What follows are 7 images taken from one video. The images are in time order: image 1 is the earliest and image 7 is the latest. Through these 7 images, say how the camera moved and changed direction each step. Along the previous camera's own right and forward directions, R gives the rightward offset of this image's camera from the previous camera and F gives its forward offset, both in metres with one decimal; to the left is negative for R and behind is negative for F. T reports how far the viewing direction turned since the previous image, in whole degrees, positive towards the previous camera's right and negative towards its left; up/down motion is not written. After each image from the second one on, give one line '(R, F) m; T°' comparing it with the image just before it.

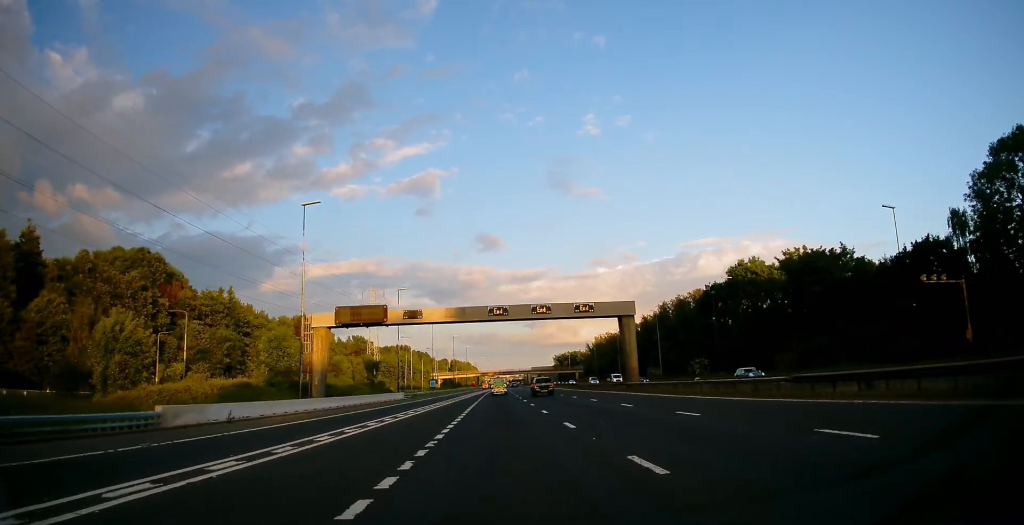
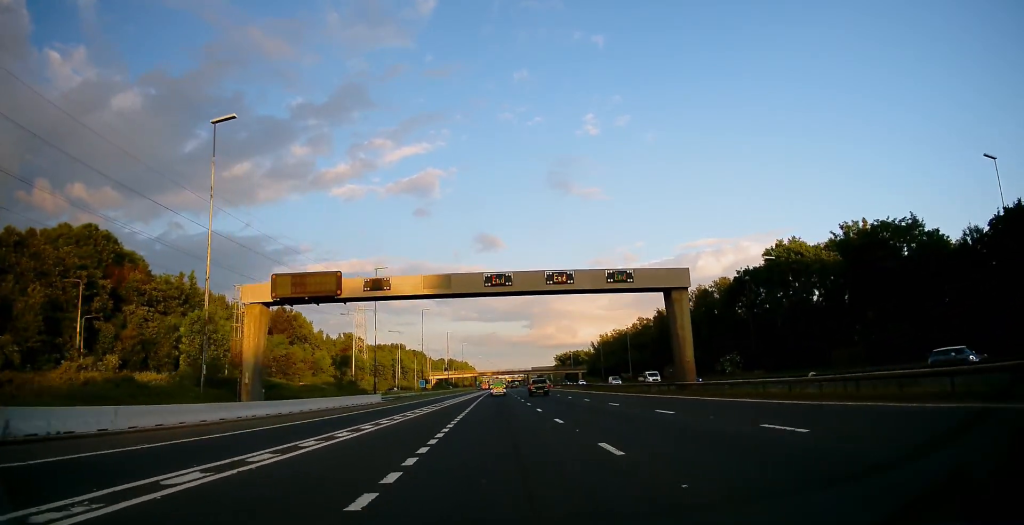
(0.0, +15.6) m; 0°
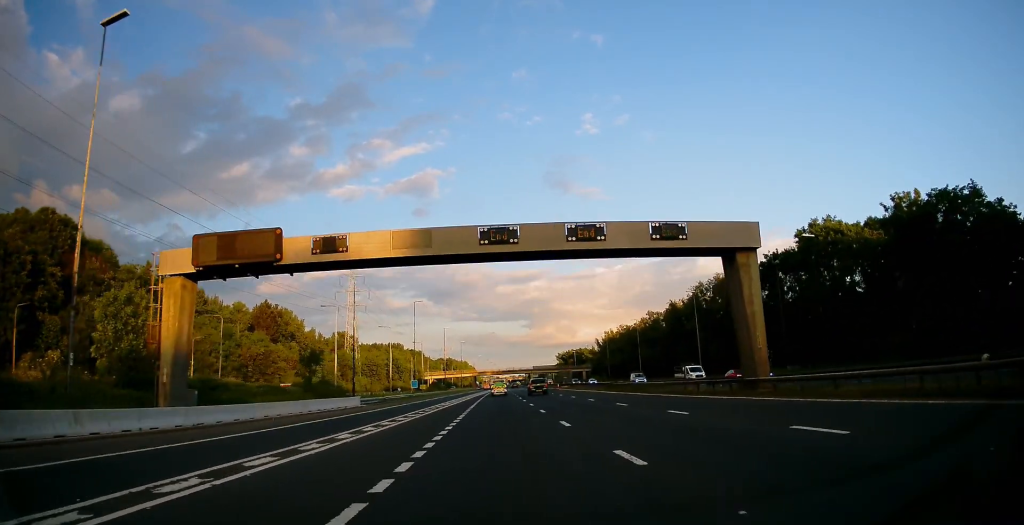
(+0.3, +10.4) m; 0°
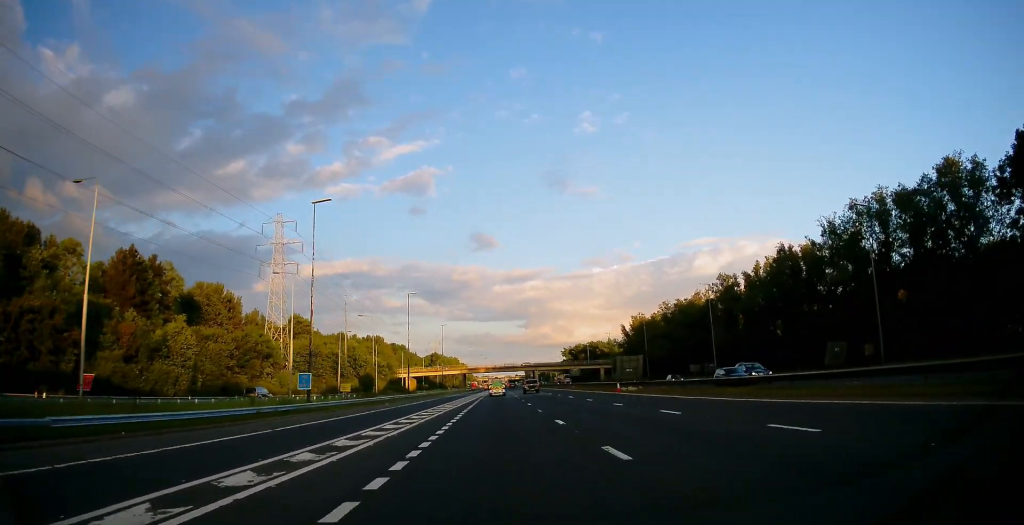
(+0.3, +54.2) m; 0°
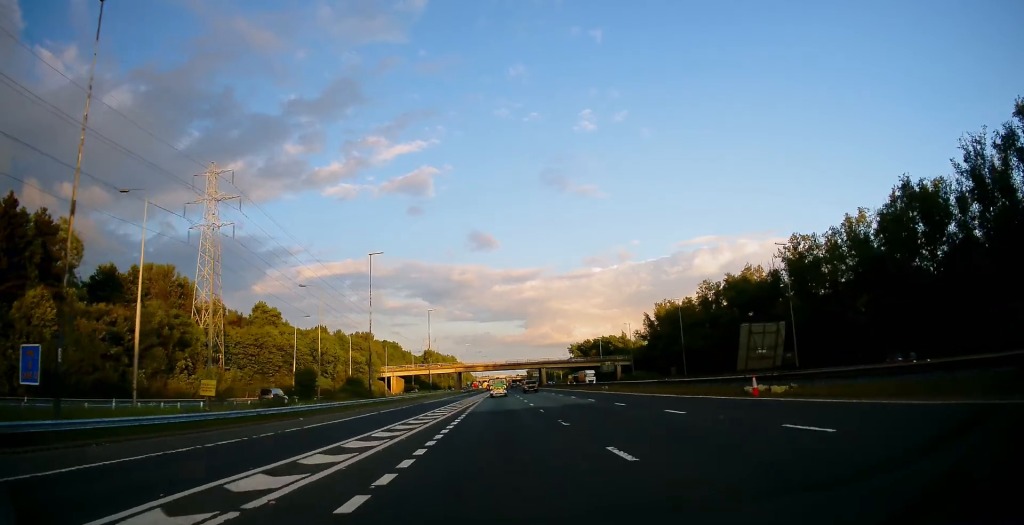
(-0.2, +27.6) m; -1°
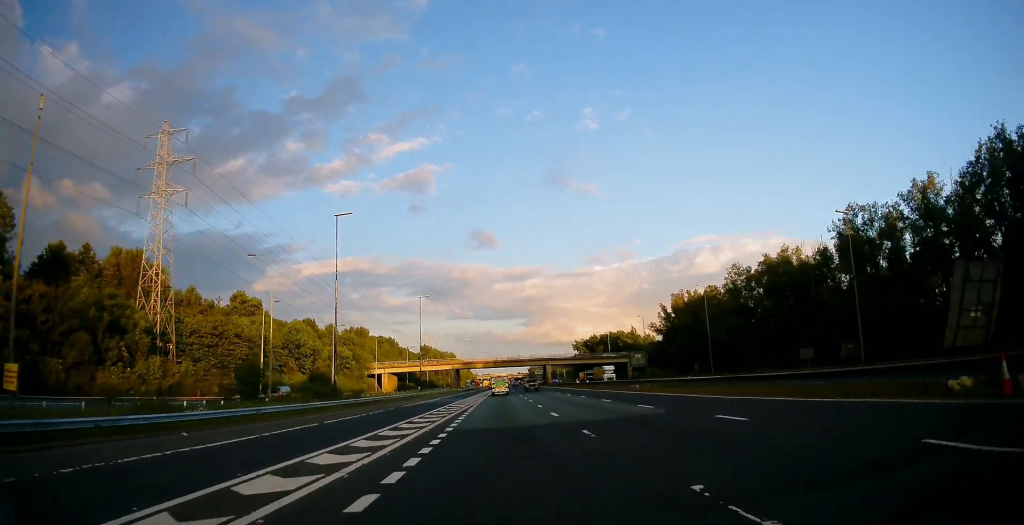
(0.0, +13.9) m; 0°
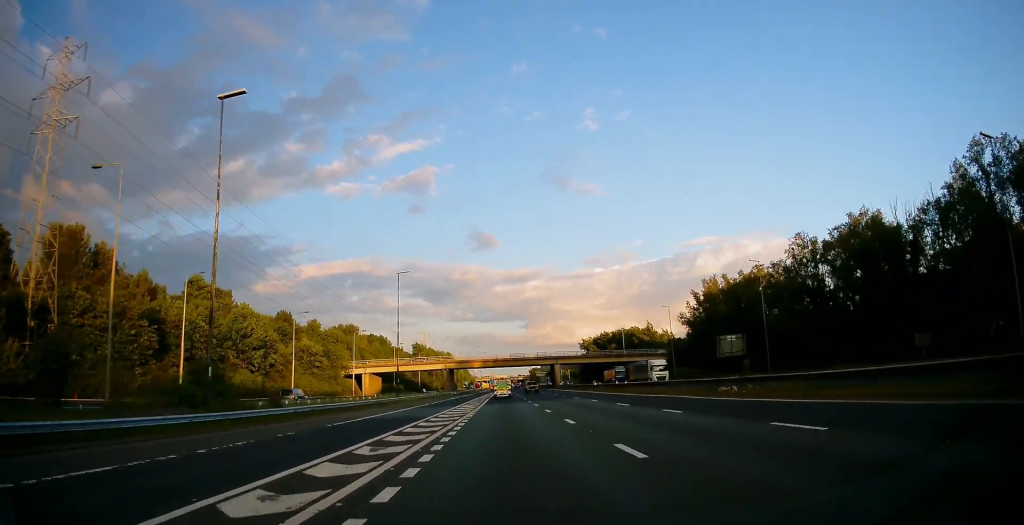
(0.0, +21.3) m; 0°
